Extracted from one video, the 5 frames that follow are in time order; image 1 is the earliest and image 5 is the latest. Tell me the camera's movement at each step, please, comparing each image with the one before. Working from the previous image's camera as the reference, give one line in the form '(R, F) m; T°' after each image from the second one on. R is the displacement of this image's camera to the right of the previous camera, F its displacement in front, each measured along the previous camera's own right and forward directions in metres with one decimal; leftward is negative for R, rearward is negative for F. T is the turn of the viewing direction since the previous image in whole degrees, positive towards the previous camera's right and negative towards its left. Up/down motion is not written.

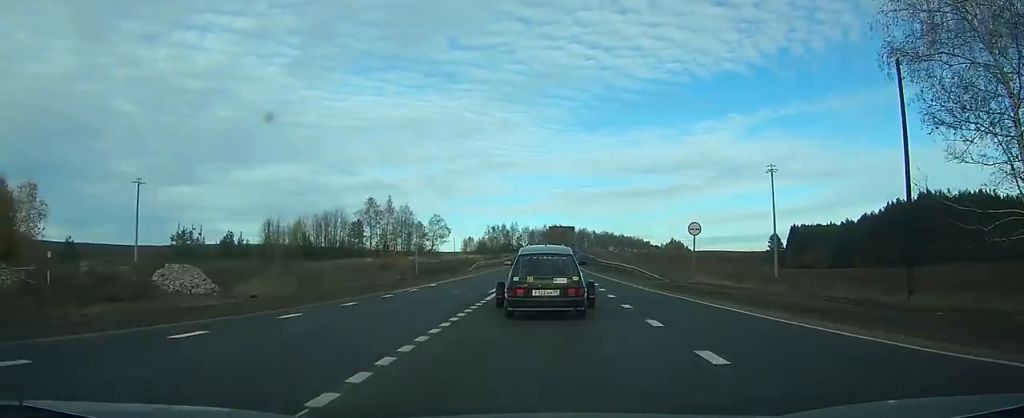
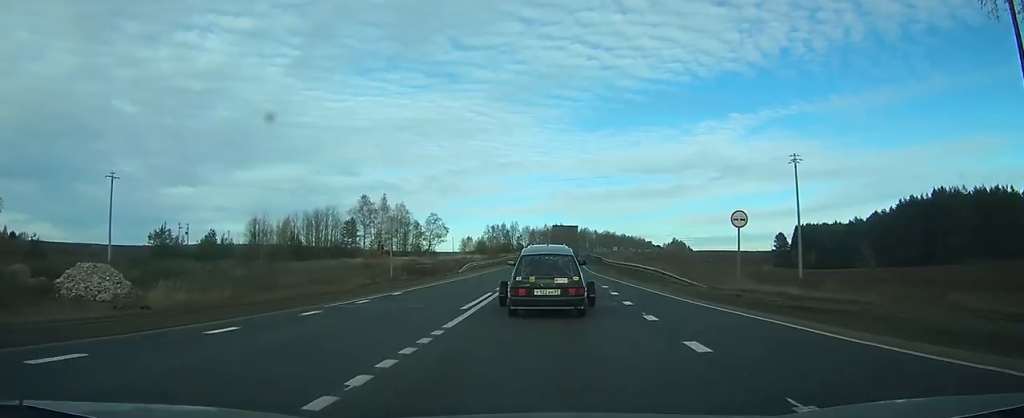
(0.0, +7.6) m; +1°
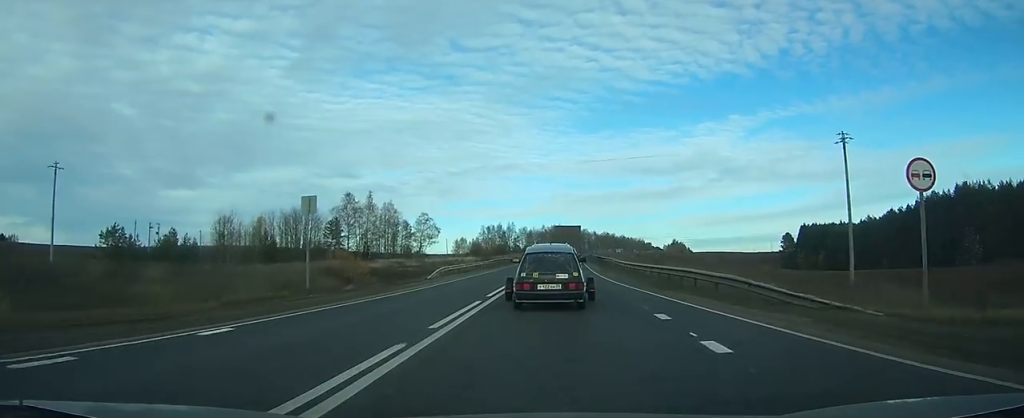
(0.0, +13.2) m; +1°
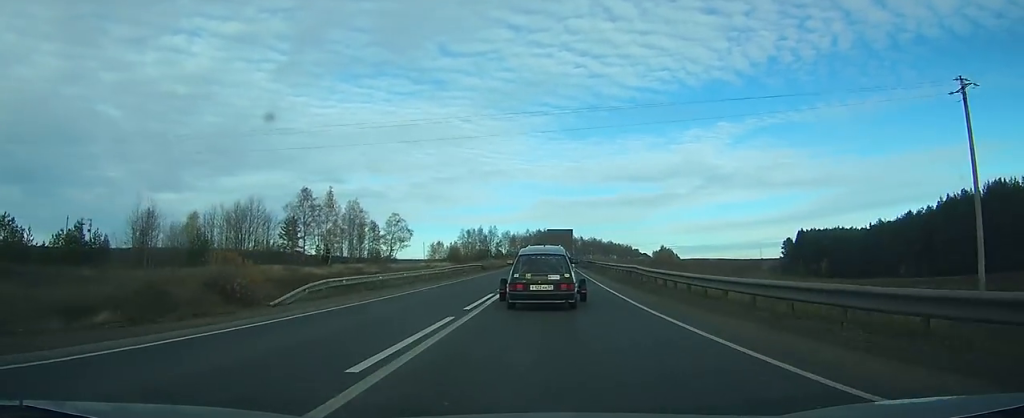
(+0.4, +19.6) m; +2°
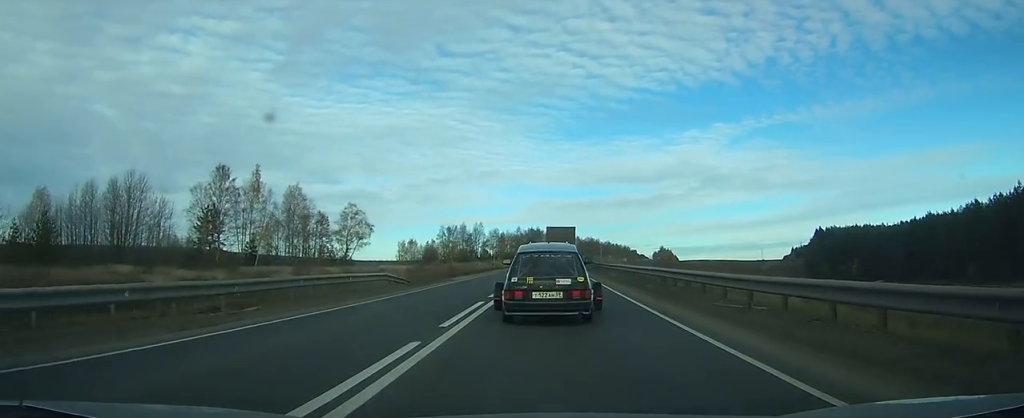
(+0.2, +32.6) m; 0°
